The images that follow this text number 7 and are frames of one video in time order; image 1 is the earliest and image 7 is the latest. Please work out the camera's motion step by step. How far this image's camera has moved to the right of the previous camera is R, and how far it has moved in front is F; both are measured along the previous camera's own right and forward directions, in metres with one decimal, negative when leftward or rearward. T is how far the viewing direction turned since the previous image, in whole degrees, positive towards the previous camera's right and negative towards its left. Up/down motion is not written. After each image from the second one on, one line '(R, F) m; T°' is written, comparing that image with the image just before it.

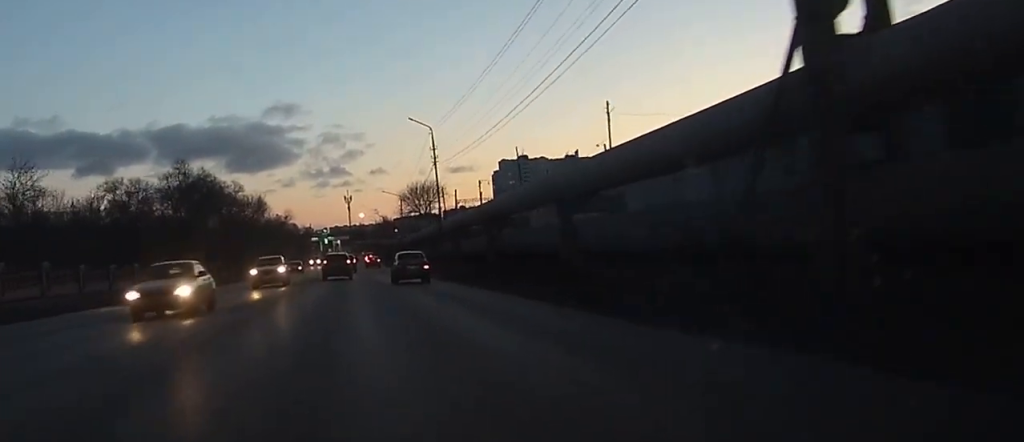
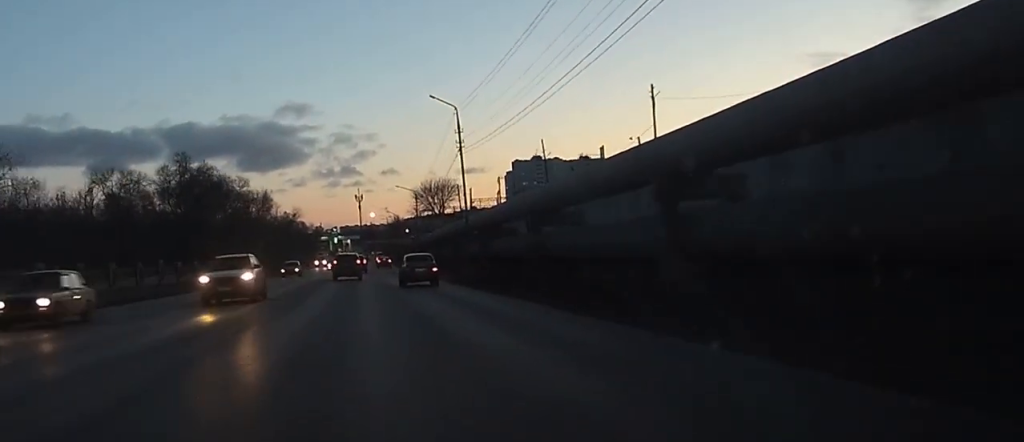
(+0.1, +8.5) m; 0°
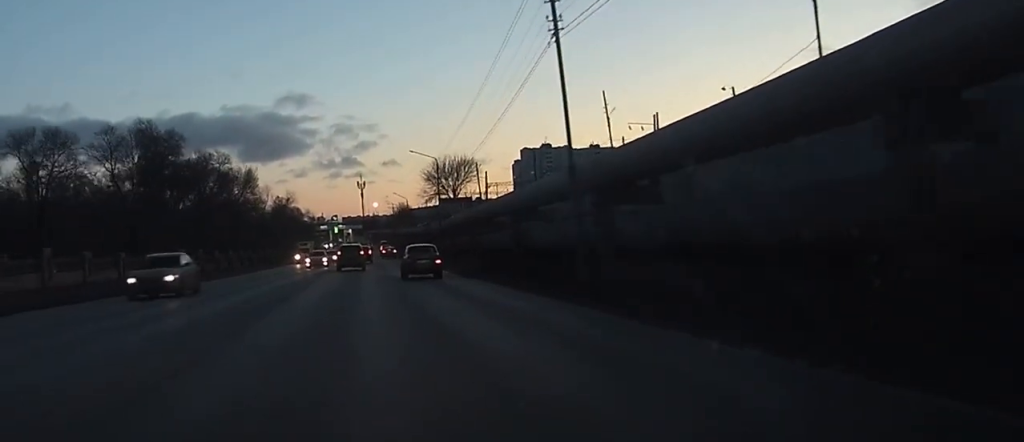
(-0.1, +24.0) m; -1°
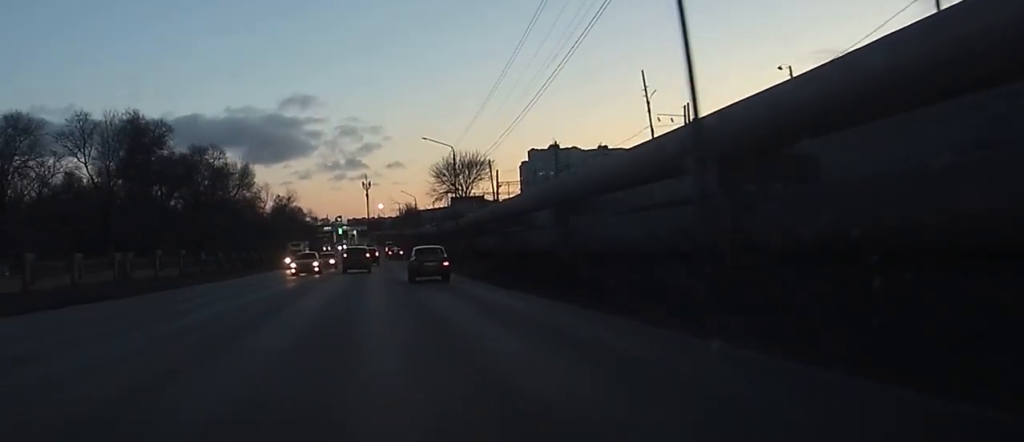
(-0.1, +9.1) m; 0°
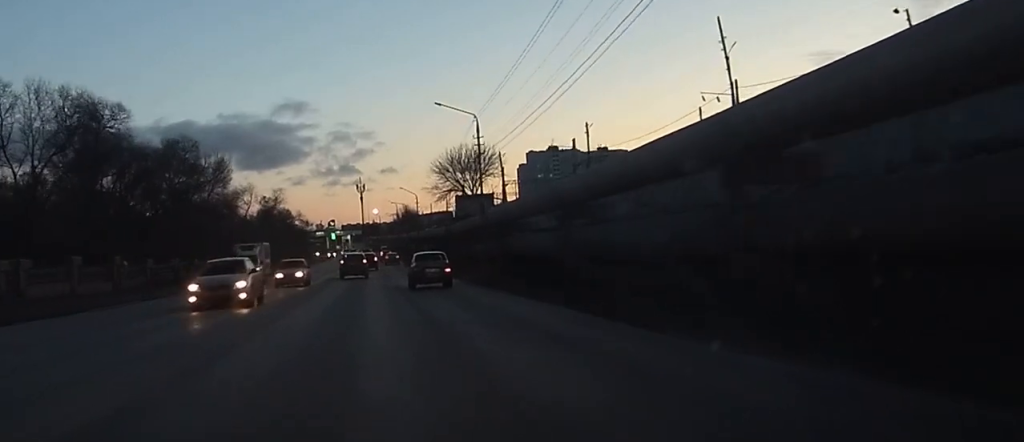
(0.0, +15.5) m; 0°
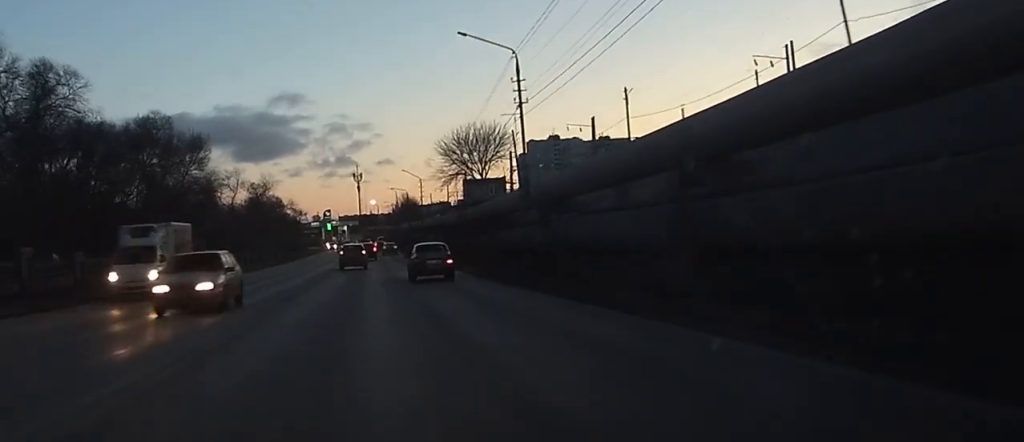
(0.0, +12.7) m; 0°
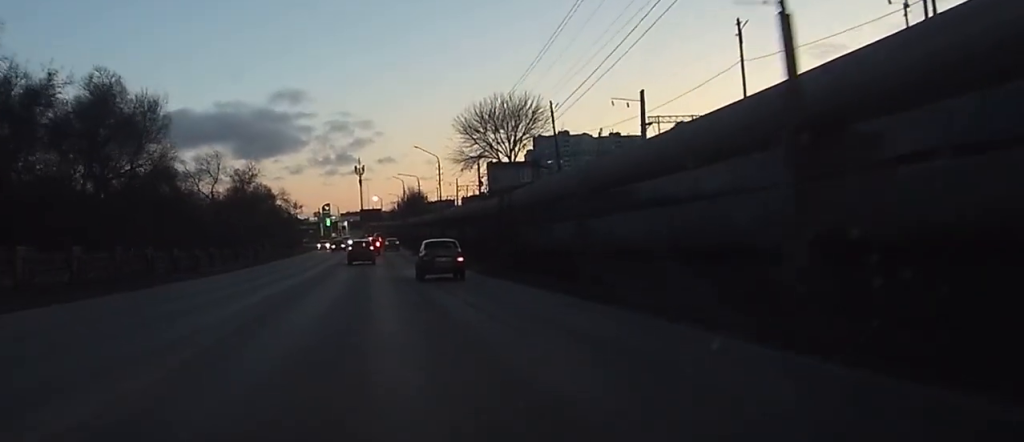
(0.0, +19.9) m; 0°
